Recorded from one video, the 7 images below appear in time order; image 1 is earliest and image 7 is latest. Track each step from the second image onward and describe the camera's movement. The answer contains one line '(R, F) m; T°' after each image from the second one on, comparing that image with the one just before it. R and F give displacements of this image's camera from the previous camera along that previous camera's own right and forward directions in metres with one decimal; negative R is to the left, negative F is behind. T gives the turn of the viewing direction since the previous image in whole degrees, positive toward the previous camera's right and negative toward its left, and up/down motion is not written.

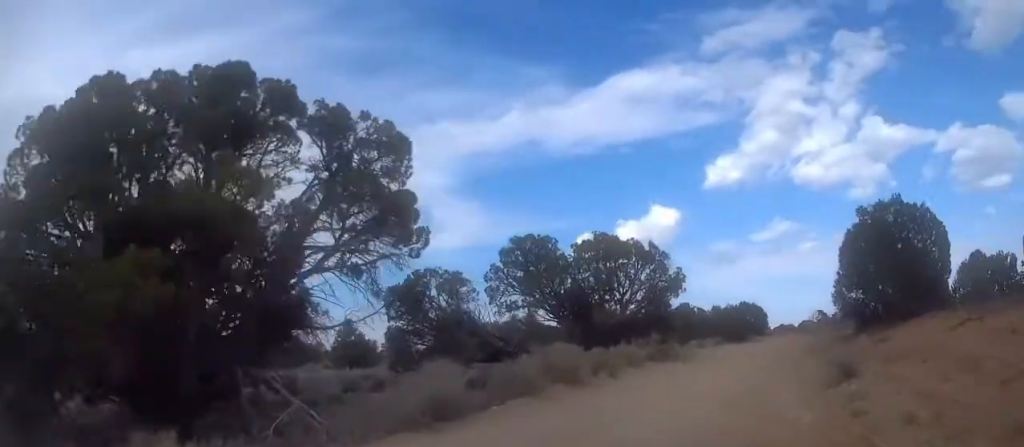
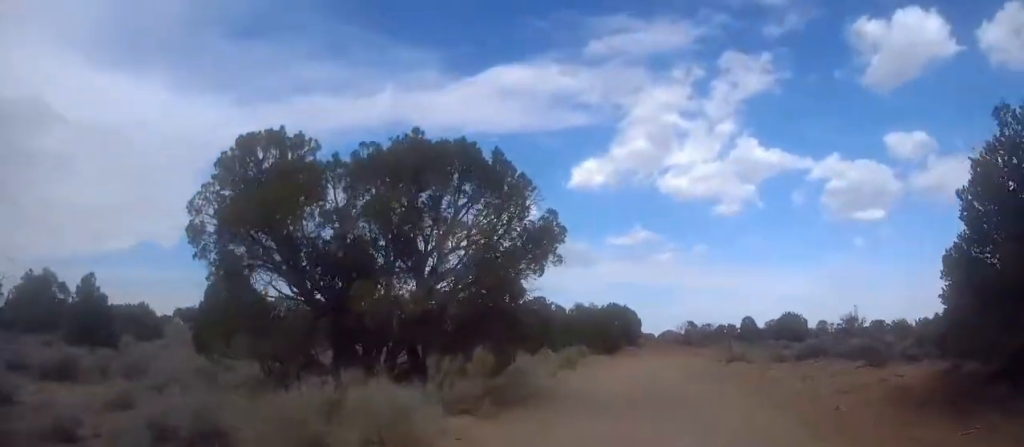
(+1.0, +16.5) m; +8°
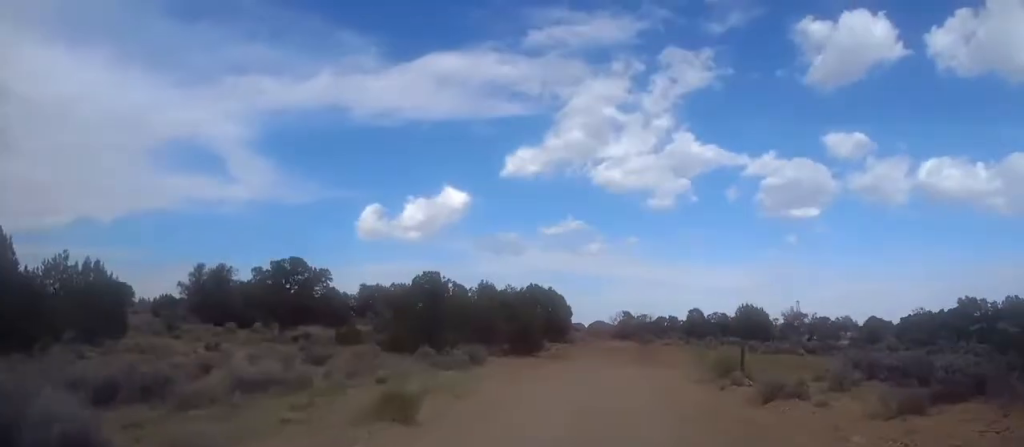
(+1.6, +15.8) m; +12°
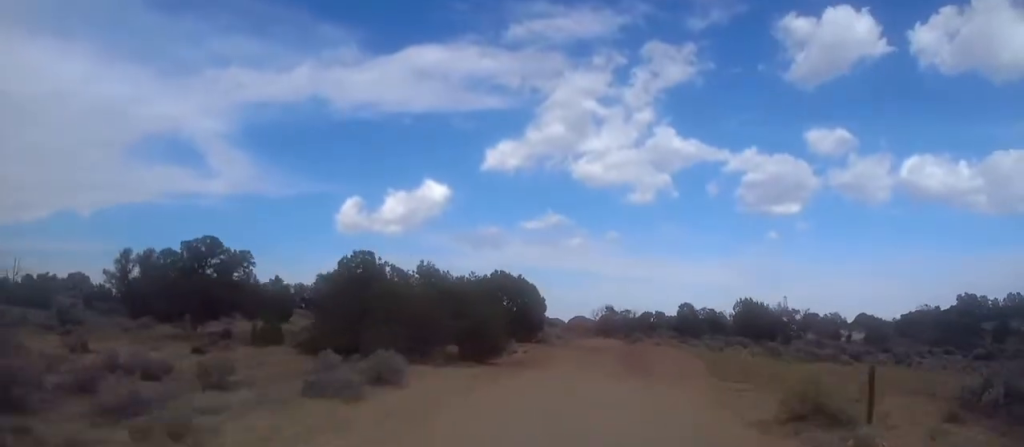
(+0.9, +8.8) m; +5°
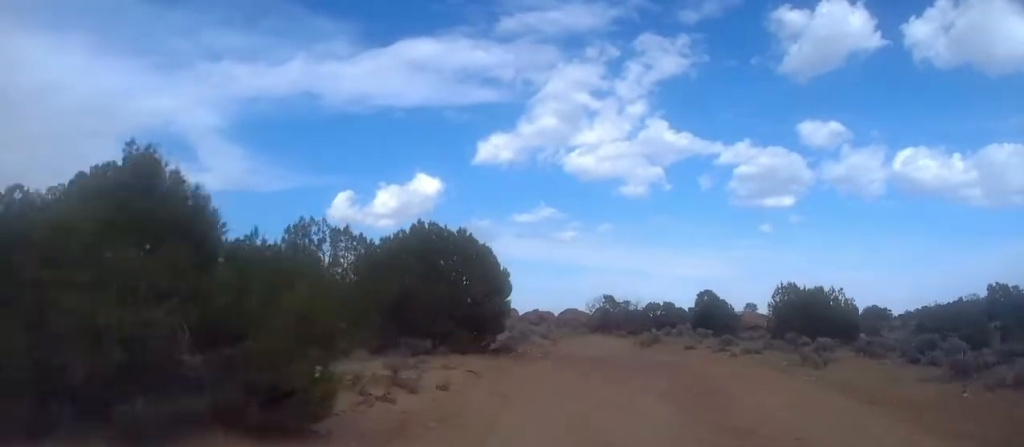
(+0.2, +16.7) m; +2°
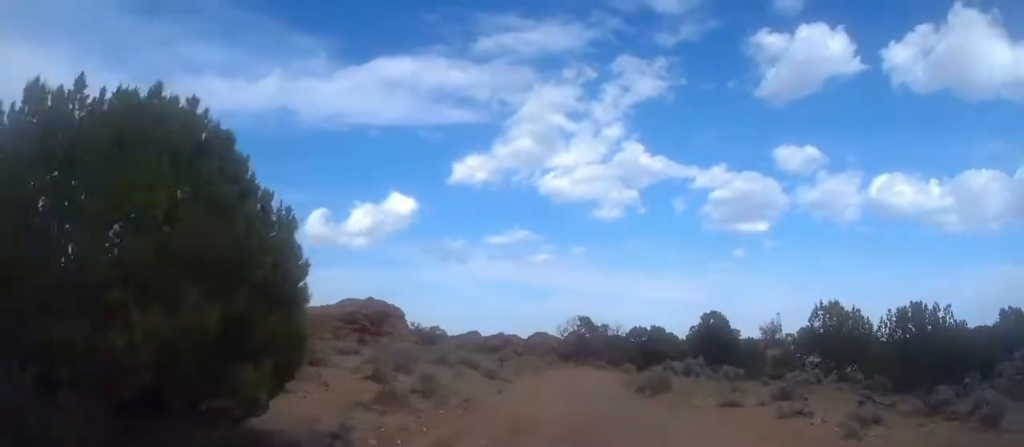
(+0.4, +14.8) m; +3°
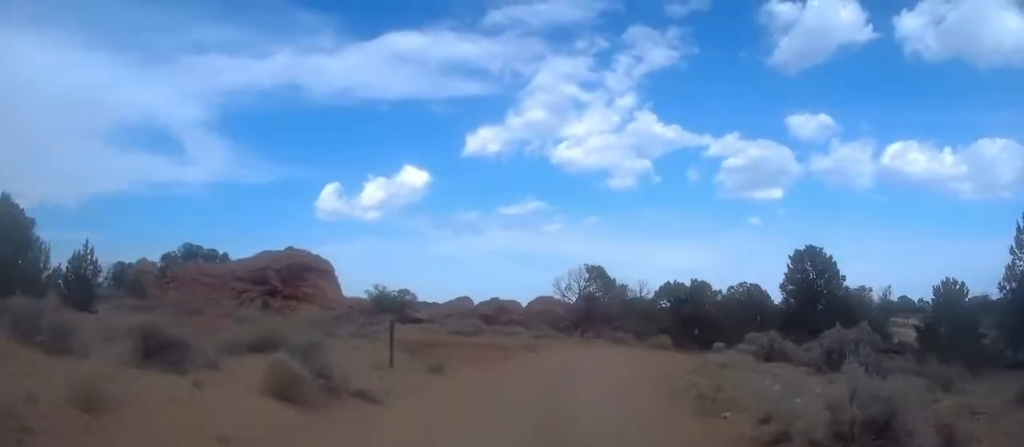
(+0.7, +20.9) m; +2°
